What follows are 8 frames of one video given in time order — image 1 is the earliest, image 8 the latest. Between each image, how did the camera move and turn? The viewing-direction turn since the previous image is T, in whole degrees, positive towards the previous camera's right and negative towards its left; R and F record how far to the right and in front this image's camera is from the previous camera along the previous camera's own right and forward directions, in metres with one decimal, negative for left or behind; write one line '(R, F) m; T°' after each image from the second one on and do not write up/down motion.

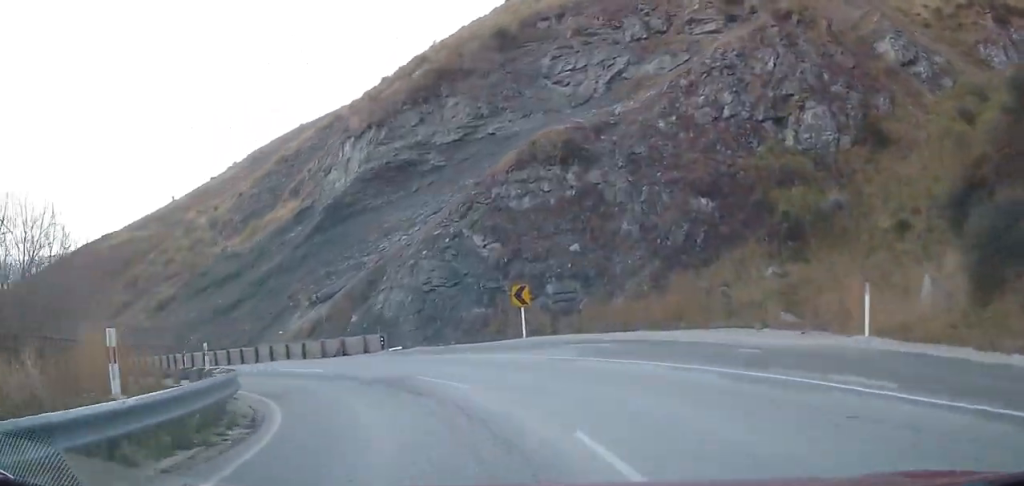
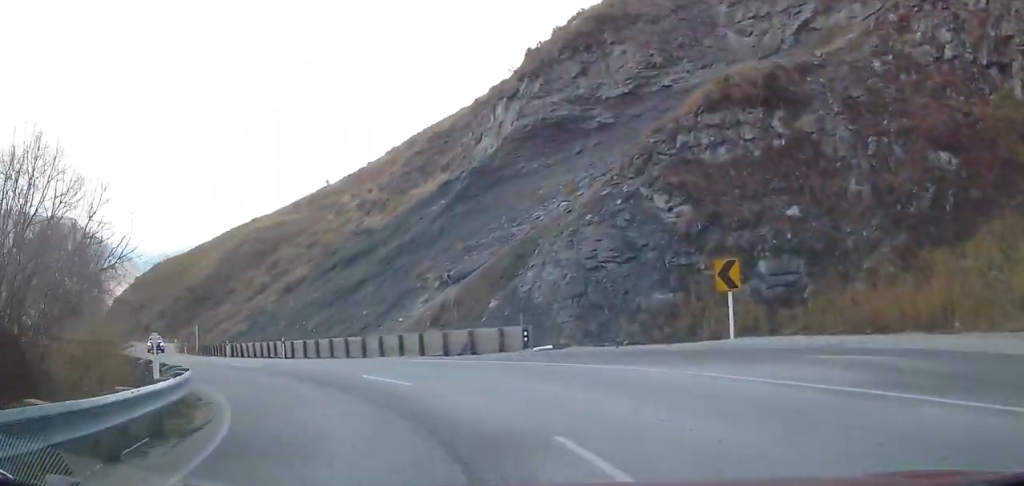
(-0.3, +8.6) m; -20°
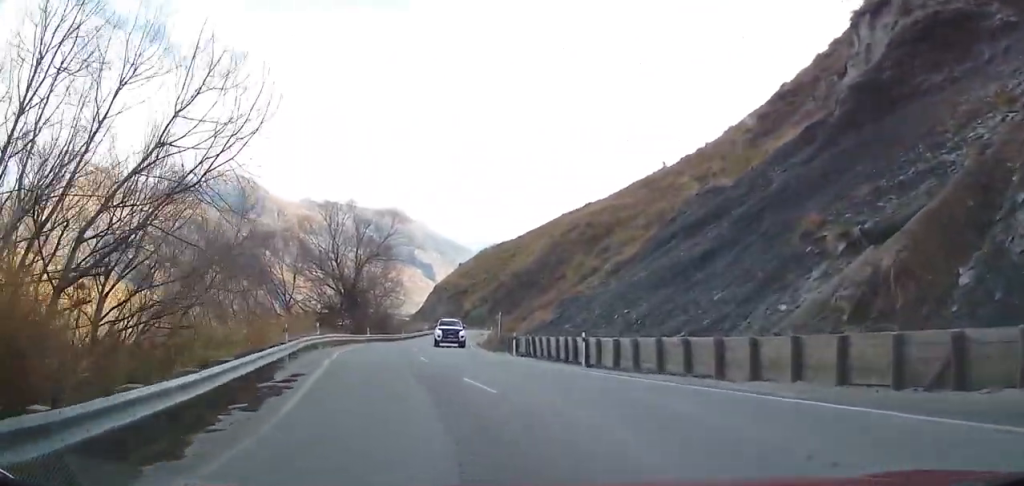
(-5.1, +11.5) m; -33°
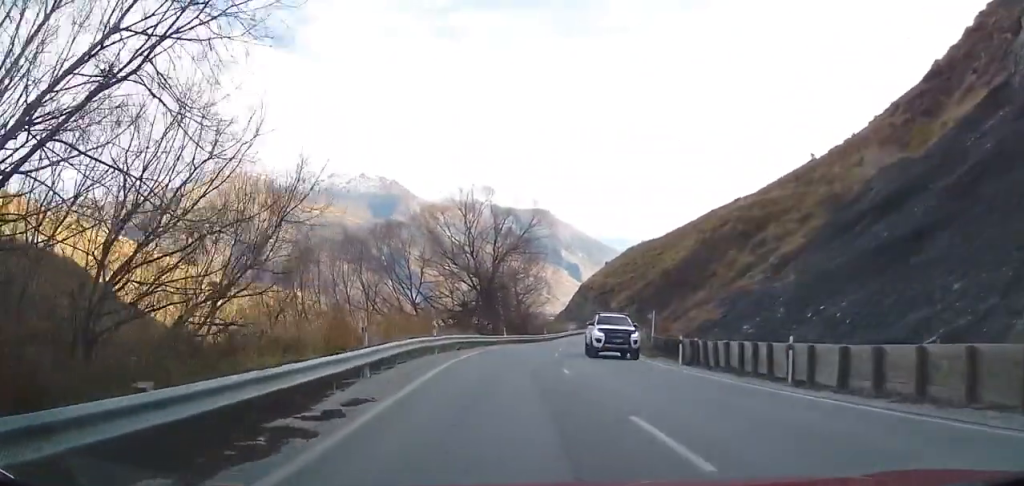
(0.0, +6.0) m; 0°
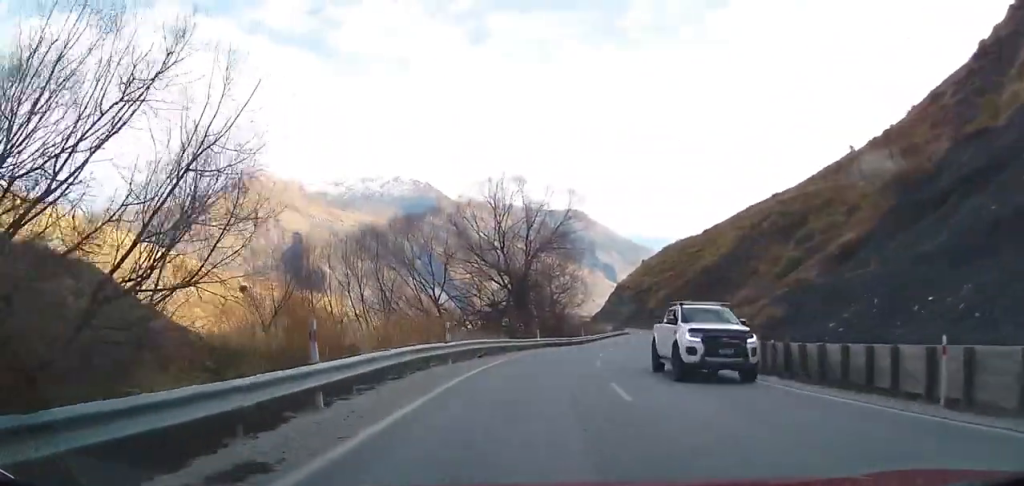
(0.0, +4.4) m; 0°
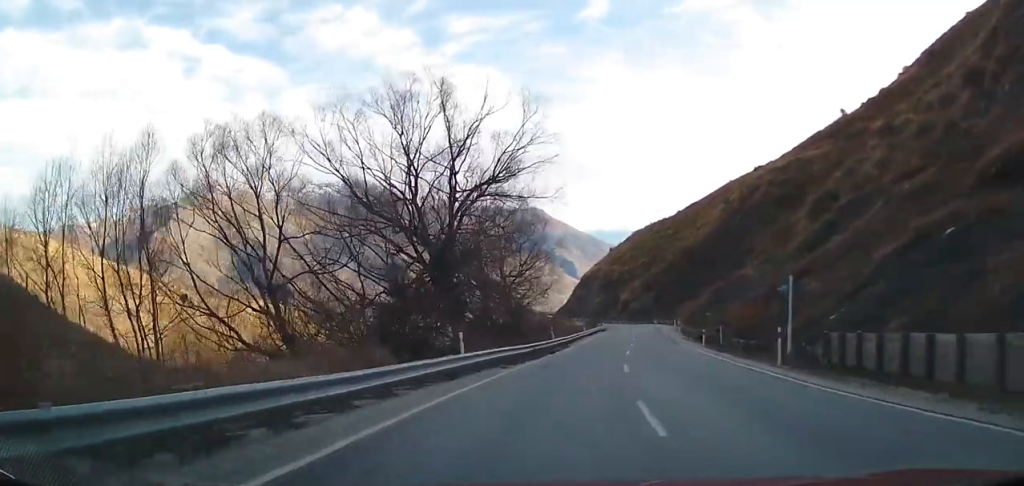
(-0.6, +16.6) m; -11°
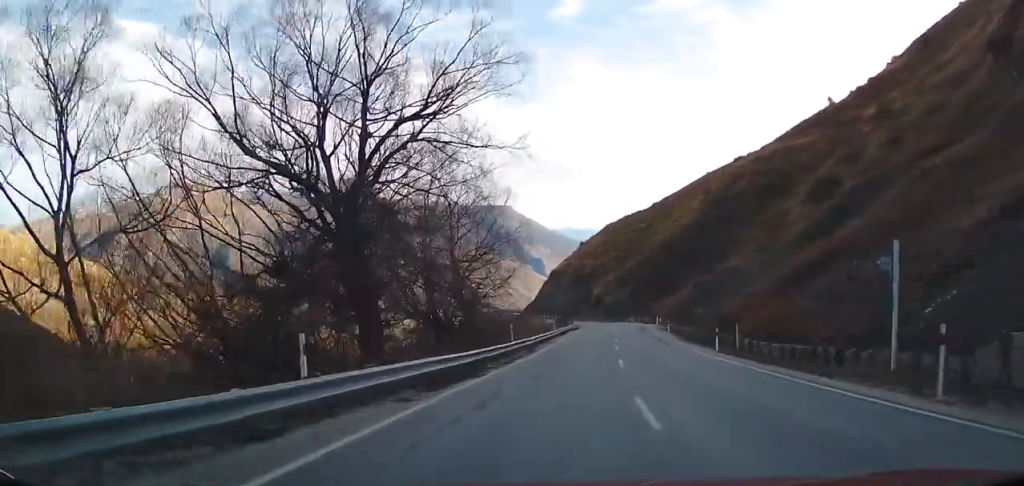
(-0.7, +7.3) m; -4°
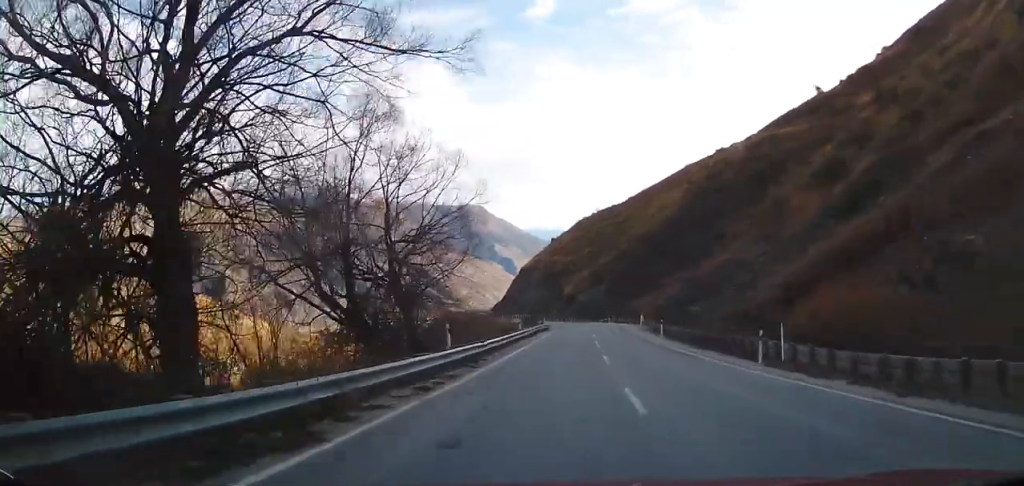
(-0.4, +7.0) m; -2°
